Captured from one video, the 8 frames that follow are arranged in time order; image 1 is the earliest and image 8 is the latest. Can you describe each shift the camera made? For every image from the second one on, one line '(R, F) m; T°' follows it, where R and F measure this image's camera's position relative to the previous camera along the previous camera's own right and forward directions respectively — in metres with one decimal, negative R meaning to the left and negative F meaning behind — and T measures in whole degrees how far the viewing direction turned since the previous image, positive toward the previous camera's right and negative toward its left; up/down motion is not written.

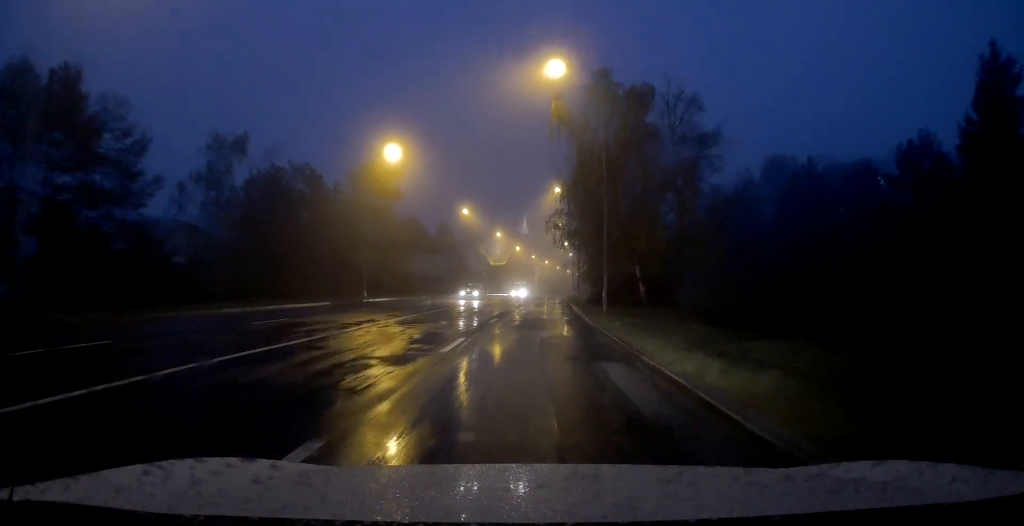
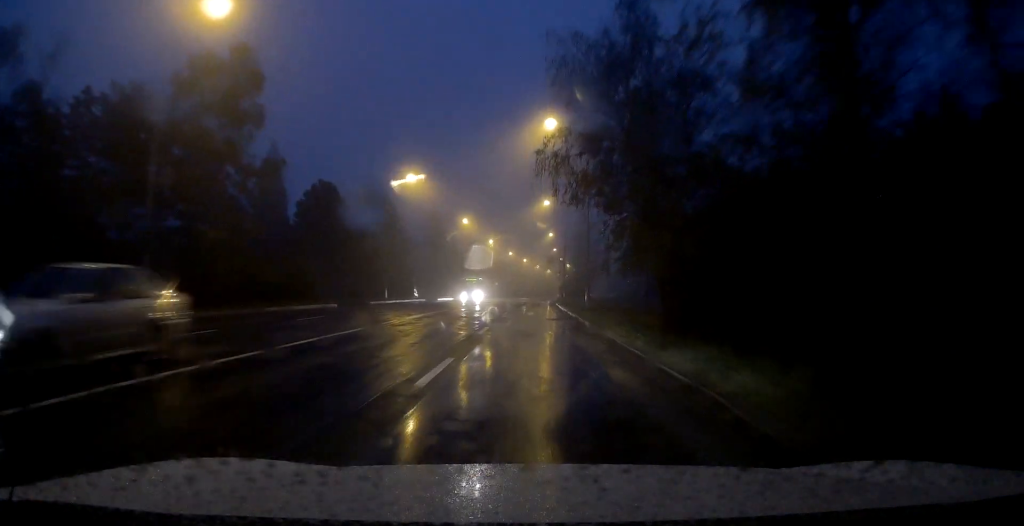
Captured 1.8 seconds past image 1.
(+0.3, +23.5) m; +2°
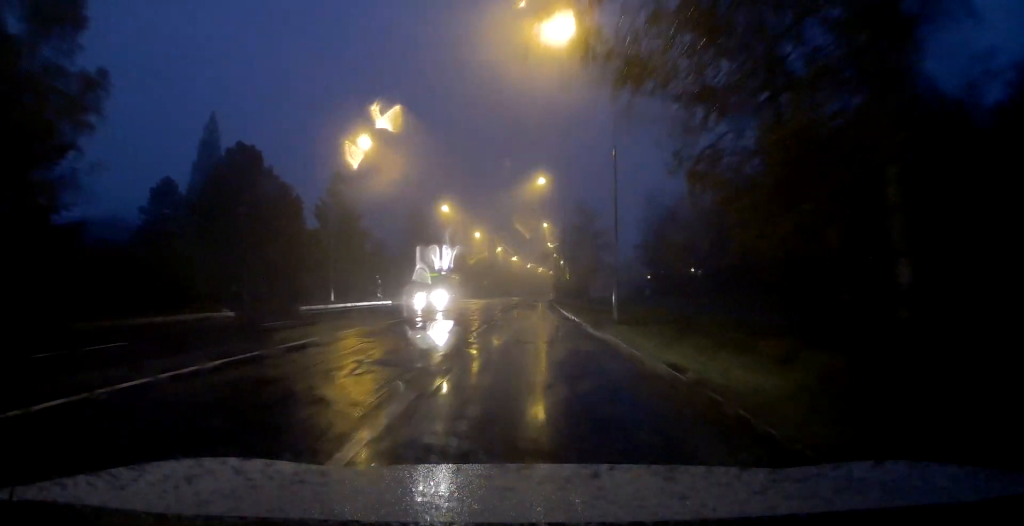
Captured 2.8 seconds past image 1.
(+0.3, +12.3) m; +2°
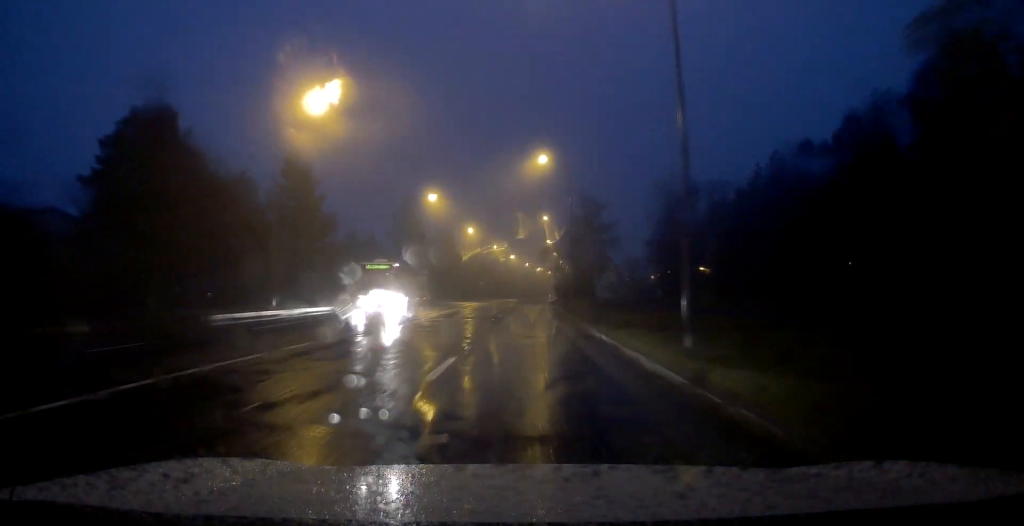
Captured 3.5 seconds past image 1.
(+0.1, +8.9) m; +1°
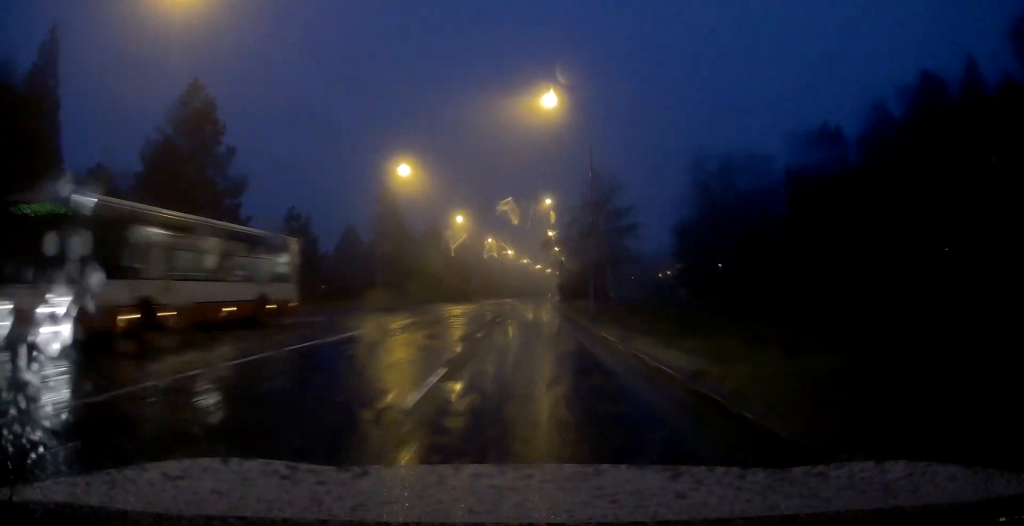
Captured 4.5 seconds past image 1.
(0.0, +13.2) m; 0°
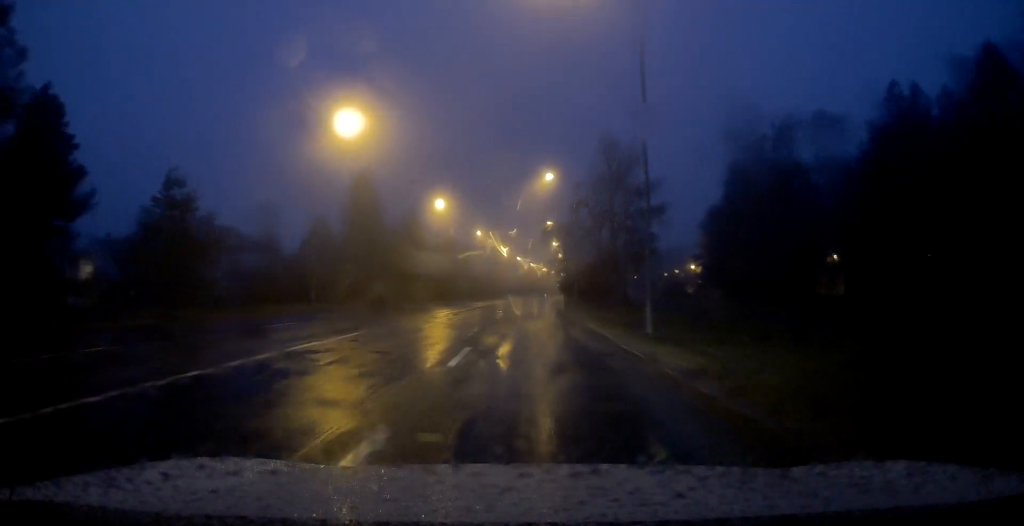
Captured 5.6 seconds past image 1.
(0.0, +13.7) m; 0°
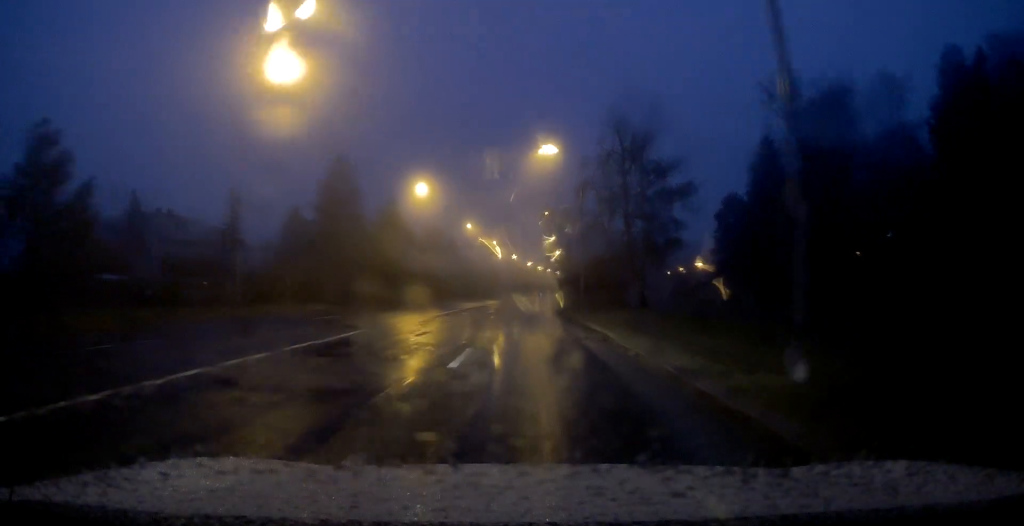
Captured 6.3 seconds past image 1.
(0.0, +8.6) m; 0°
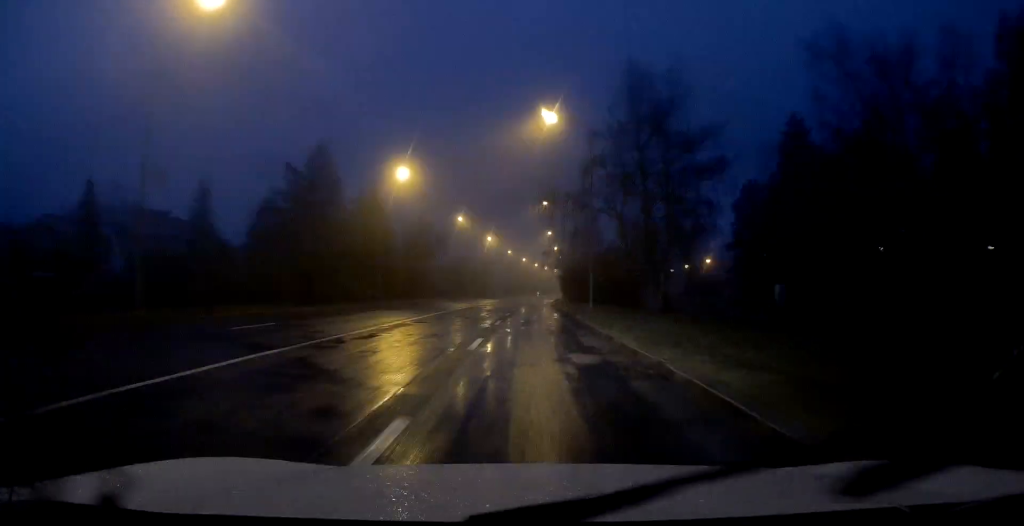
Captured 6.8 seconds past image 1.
(+0.1, +6.9) m; 0°
